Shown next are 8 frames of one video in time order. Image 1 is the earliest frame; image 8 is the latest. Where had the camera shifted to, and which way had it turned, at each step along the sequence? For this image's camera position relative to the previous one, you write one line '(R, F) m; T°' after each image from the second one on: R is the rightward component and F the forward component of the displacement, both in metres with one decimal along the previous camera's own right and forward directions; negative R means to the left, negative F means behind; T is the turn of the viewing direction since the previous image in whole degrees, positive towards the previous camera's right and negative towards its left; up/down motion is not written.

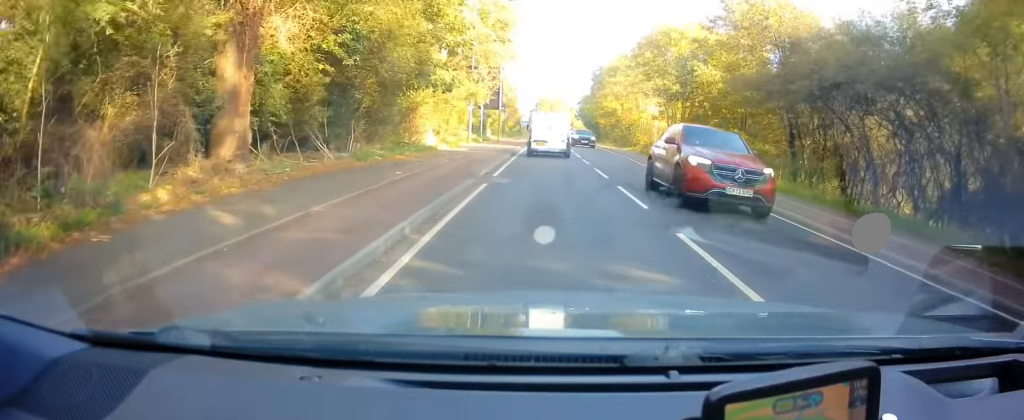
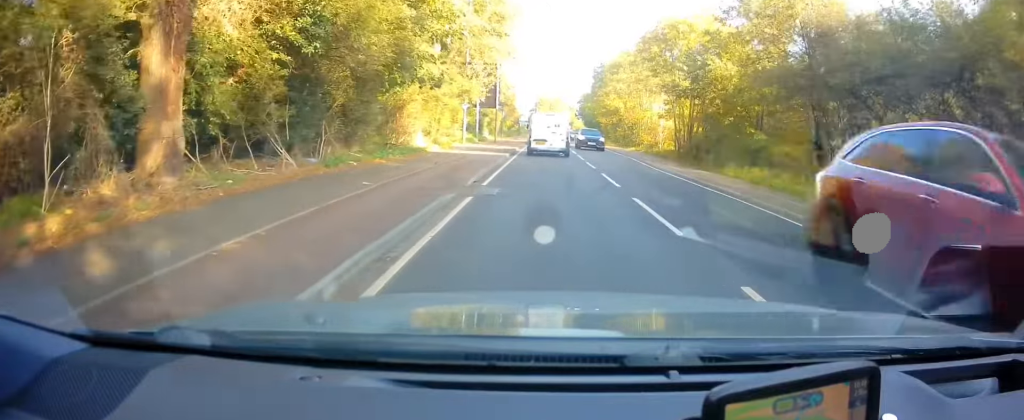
(0.0, +2.4) m; -1°
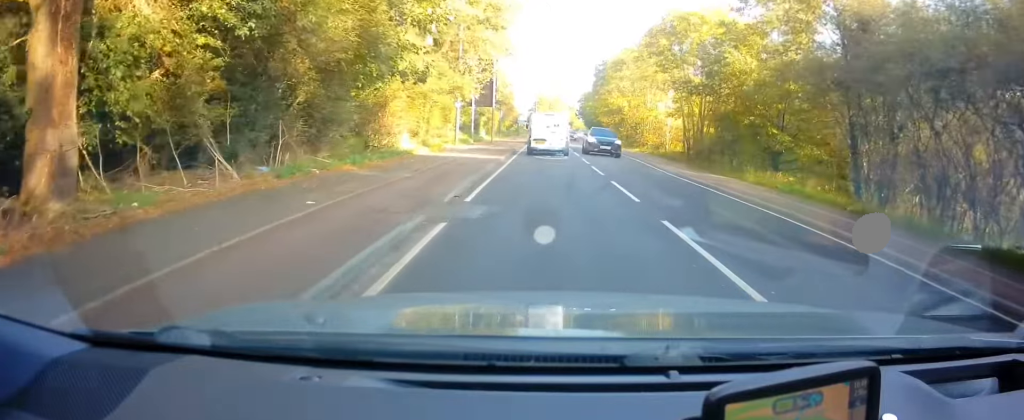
(0.0, +2.6) m; 0°
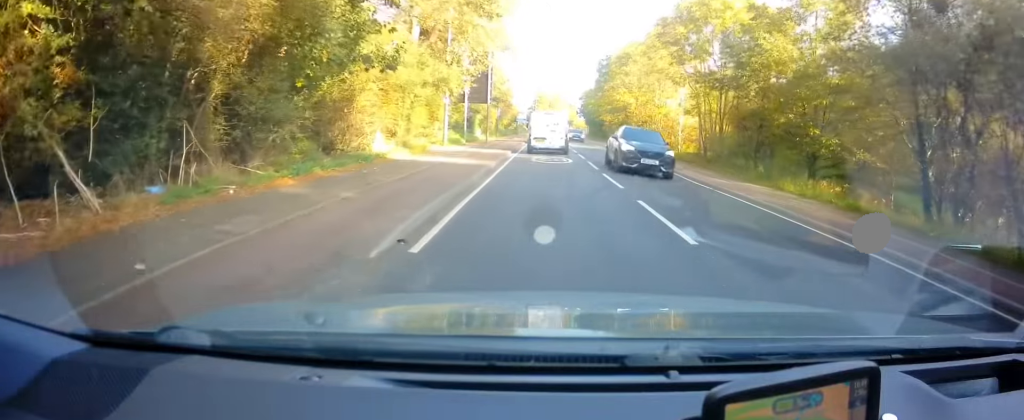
(-0.1, +4.0) m; +1°
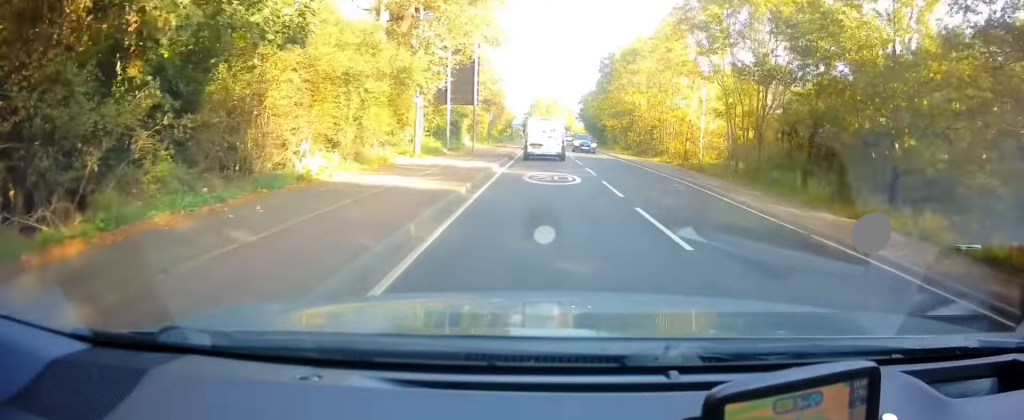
(+0.3, +6.0) m; +3°
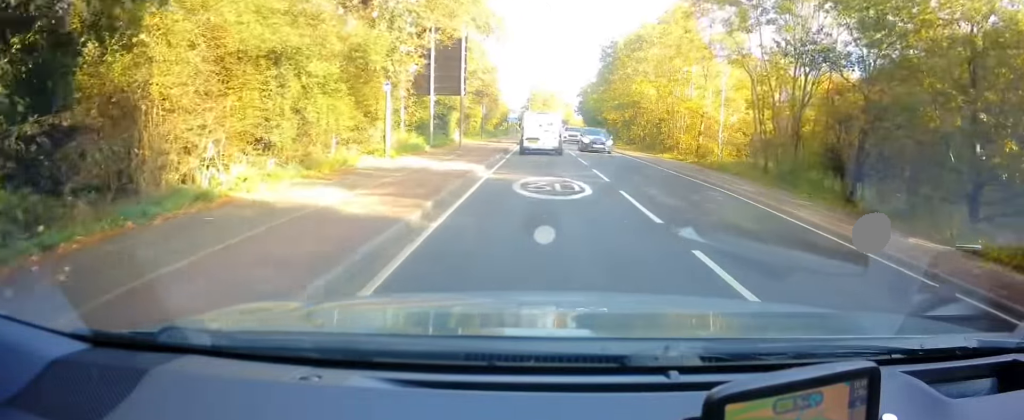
(0.0, +4.0) m; -1°
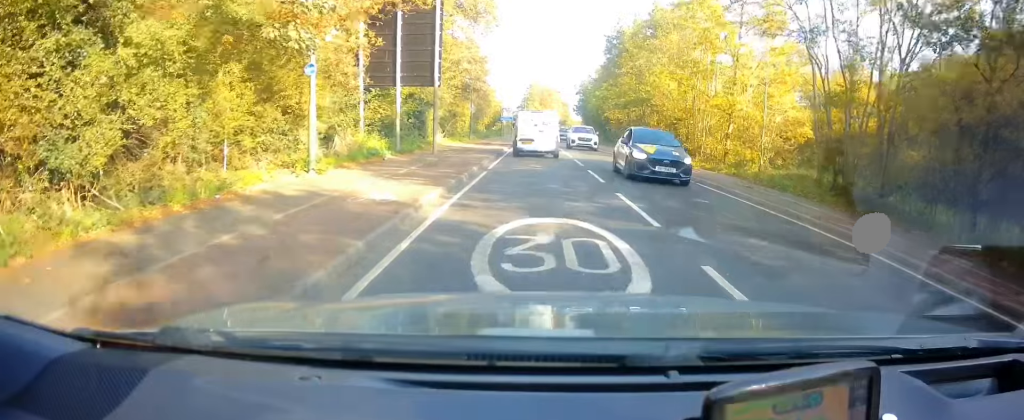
(-0.1, +6.3) m; -1°
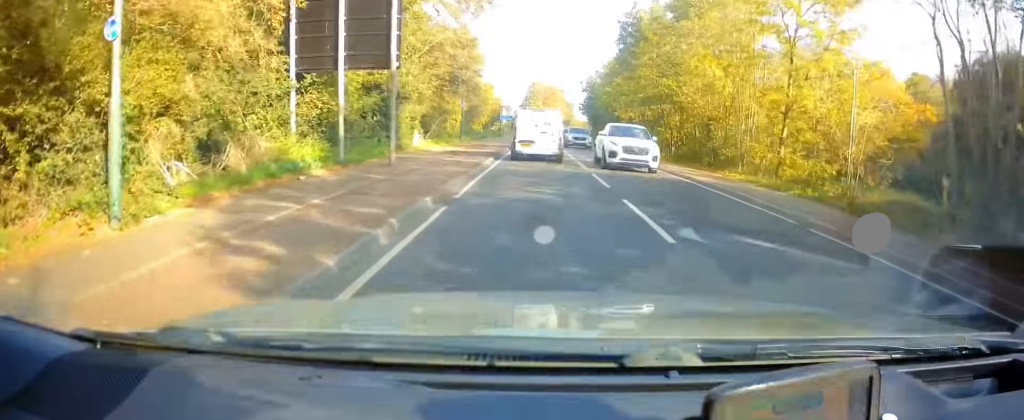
(0.0, +7.1) m; +1°
